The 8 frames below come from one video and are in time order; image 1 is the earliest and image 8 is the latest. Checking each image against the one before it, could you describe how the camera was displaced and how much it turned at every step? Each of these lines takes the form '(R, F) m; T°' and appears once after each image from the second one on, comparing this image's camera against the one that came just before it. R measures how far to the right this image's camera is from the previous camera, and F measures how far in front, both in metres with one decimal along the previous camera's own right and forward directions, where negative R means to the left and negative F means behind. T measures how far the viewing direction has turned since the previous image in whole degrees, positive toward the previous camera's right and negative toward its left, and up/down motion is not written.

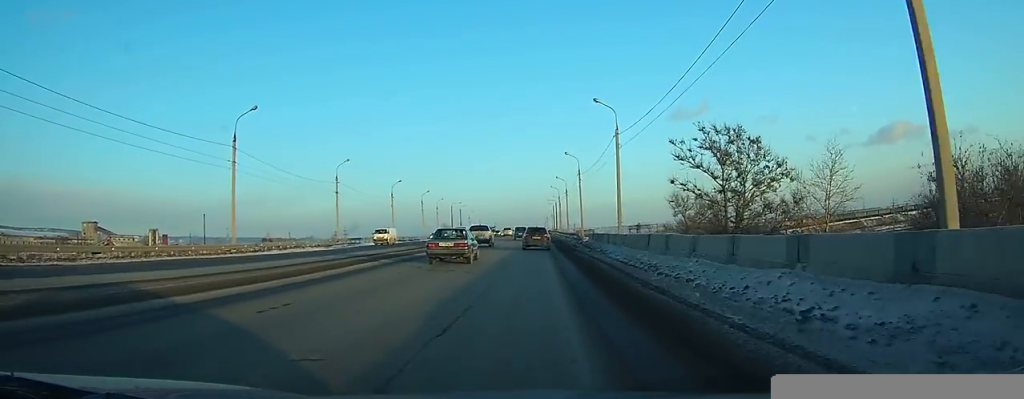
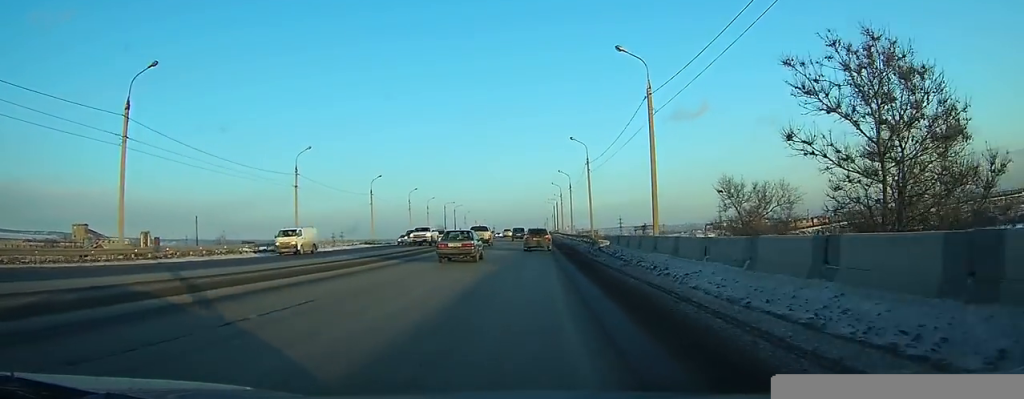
(-0.1, +12.8) m; 0°
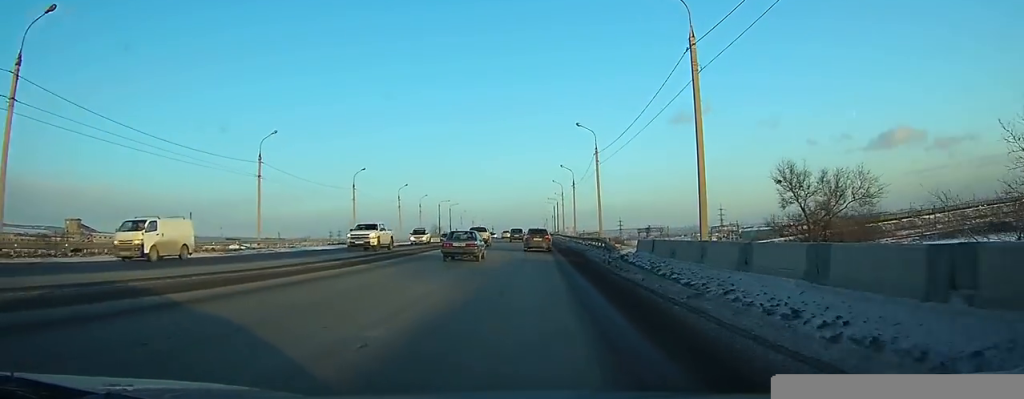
(-0.1, +8.6) m; 0°
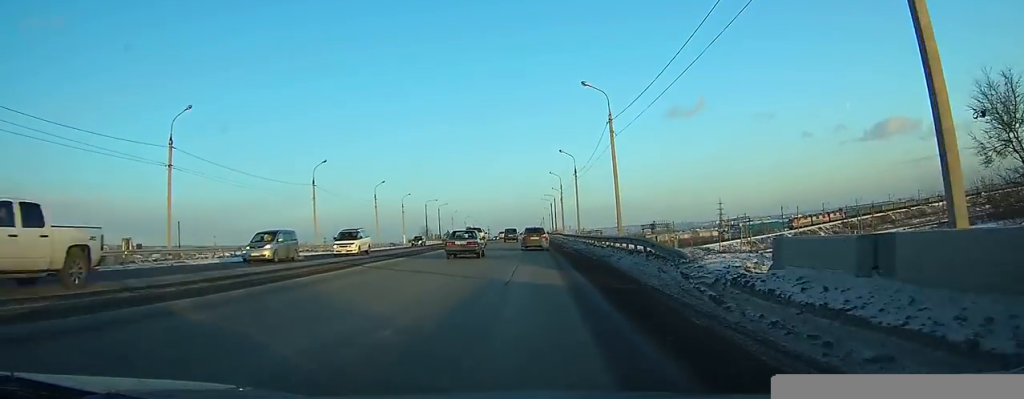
(+0.2, +13.6) m; +1°
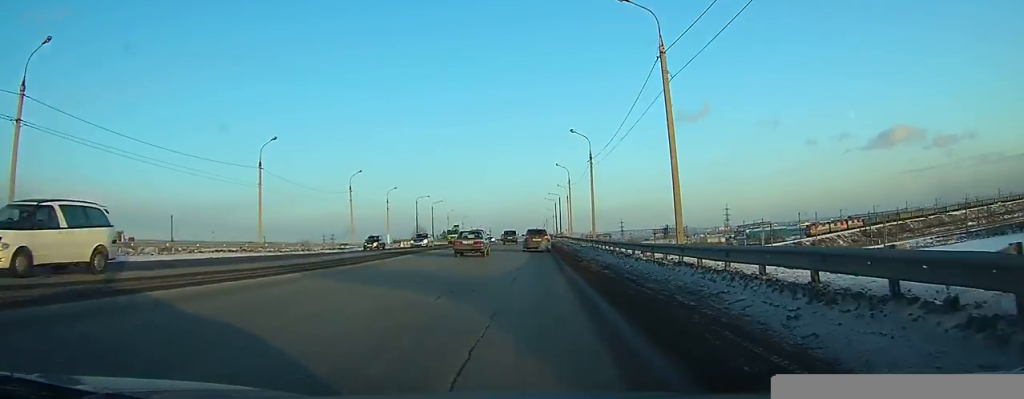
(+0.1, +14.9) m; 0°
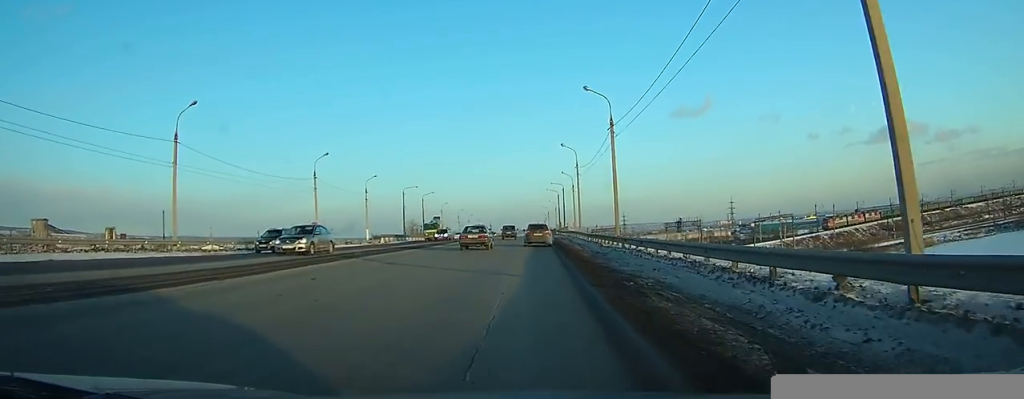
(0.0, +14.3) m; 0°
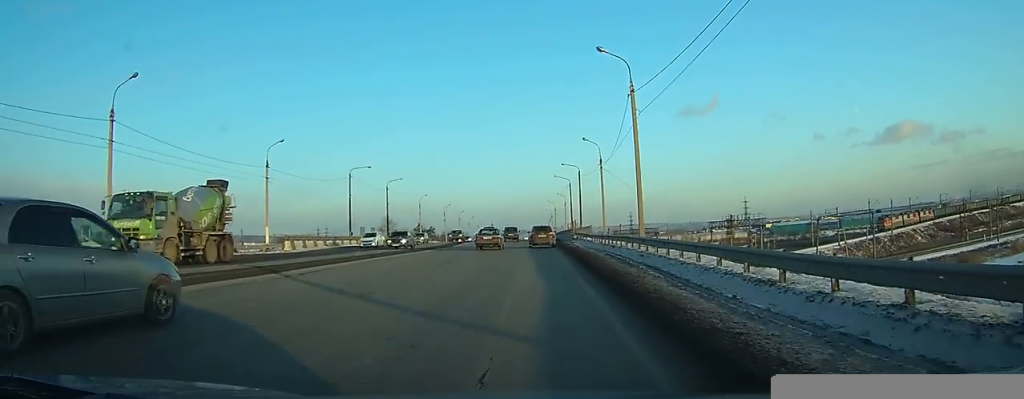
(-0.2, +37.7) m; -1°
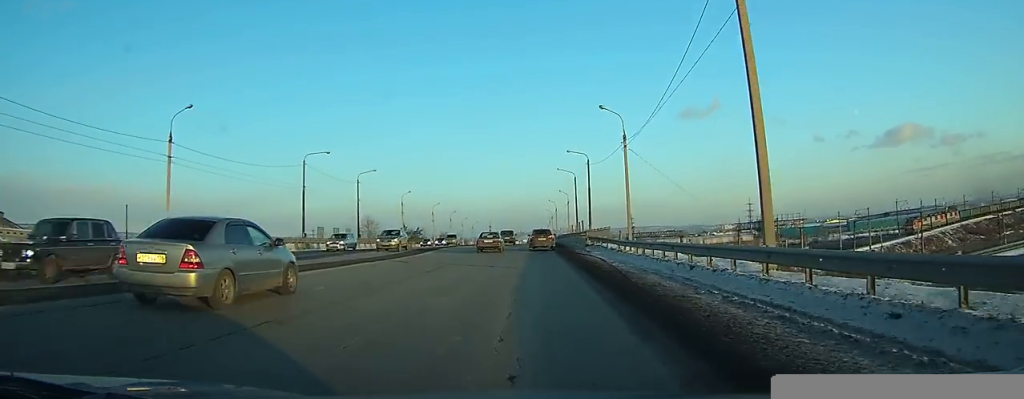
(-0.1, +17.1) m; 0°
